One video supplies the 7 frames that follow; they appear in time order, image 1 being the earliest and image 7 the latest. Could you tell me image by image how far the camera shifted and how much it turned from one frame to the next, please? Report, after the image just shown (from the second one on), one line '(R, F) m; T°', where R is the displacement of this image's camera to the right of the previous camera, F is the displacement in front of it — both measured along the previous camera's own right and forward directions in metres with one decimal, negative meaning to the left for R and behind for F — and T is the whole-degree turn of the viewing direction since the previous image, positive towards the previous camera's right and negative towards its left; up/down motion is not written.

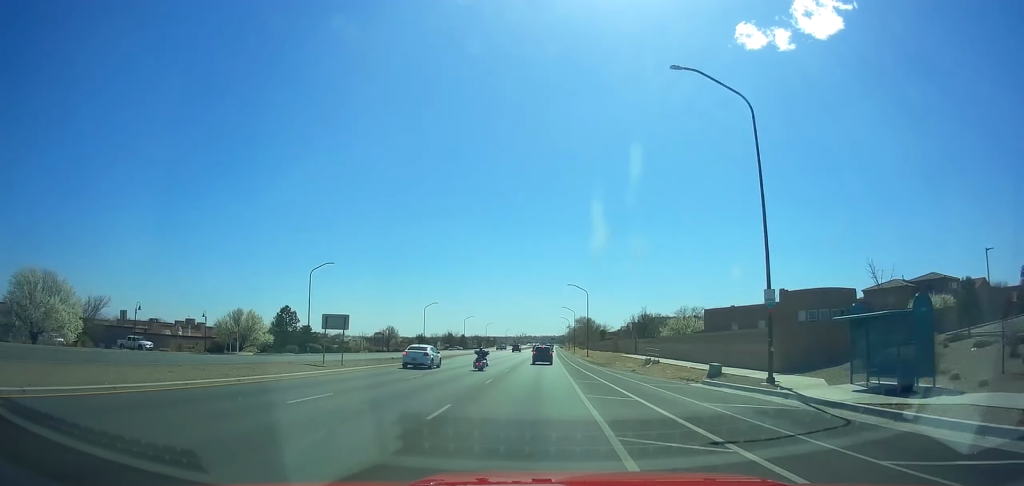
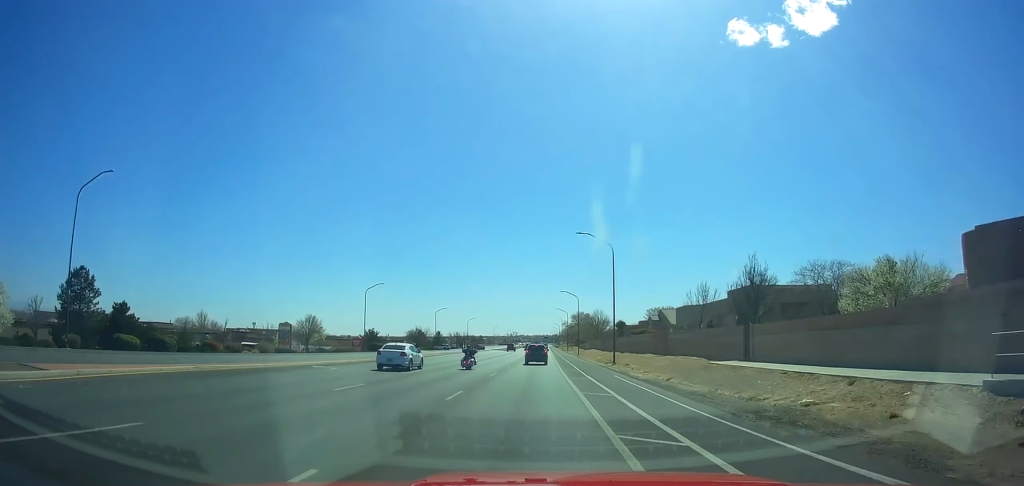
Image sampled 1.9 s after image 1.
(-0.4, +43.7) m; 0°
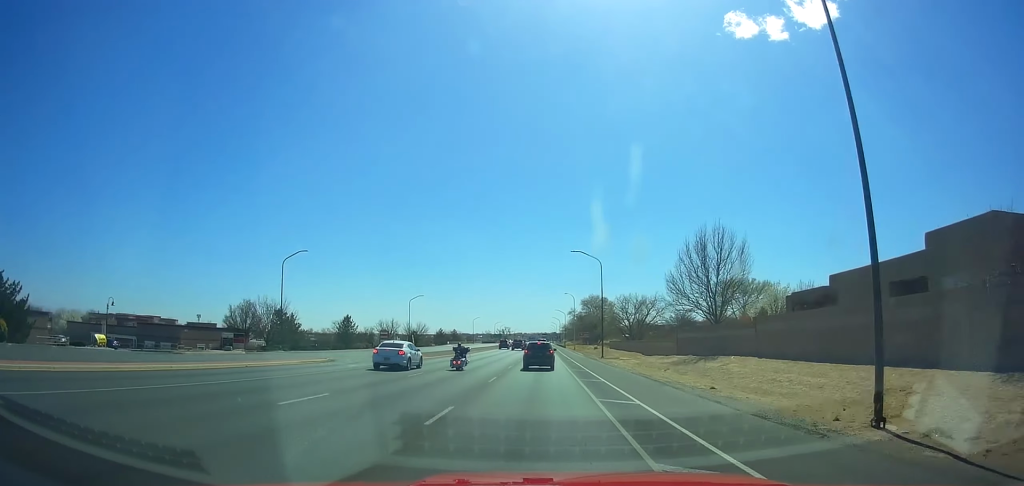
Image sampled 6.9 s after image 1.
(+0.5, +98.4) m; 0°
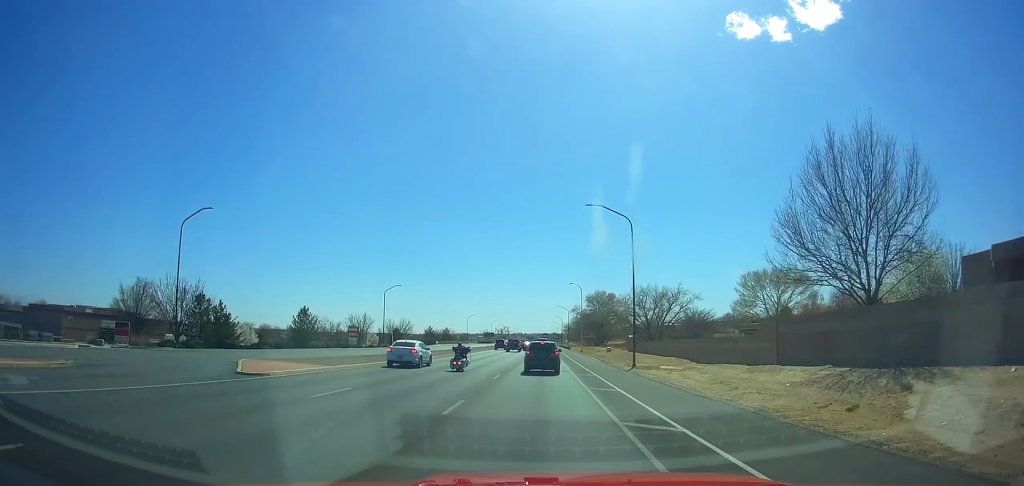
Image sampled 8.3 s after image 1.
(0.0, +23.9) m; 0°
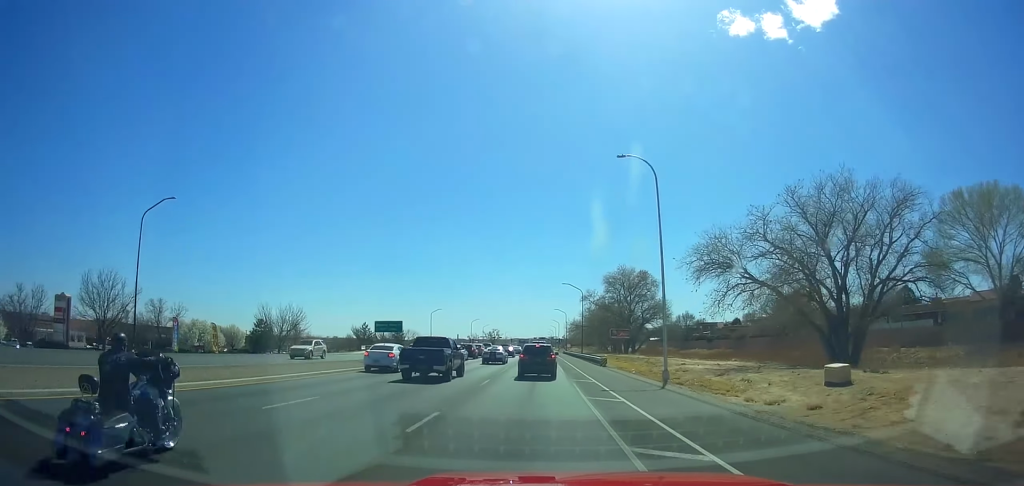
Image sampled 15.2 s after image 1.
(+0.4, +82.9) m; +1°
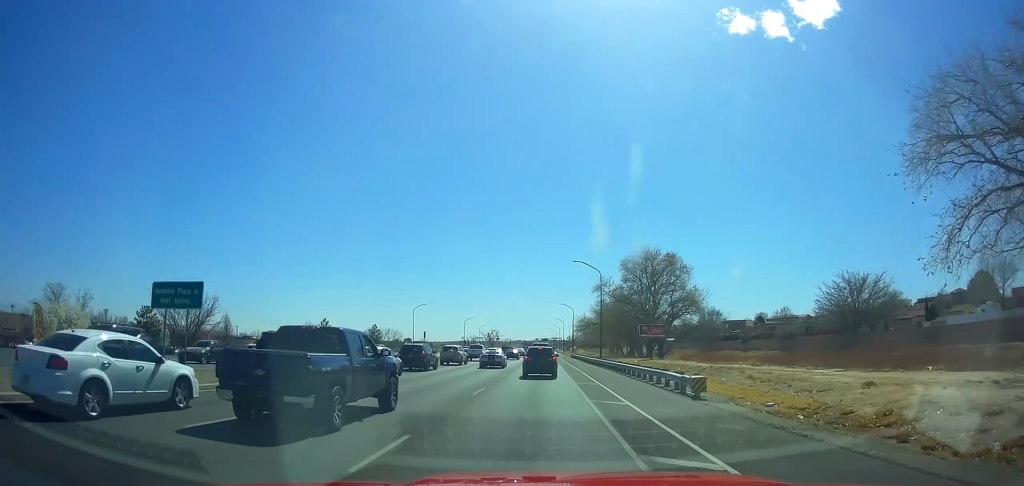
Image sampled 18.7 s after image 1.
(0.0, +31.7) m; 0°
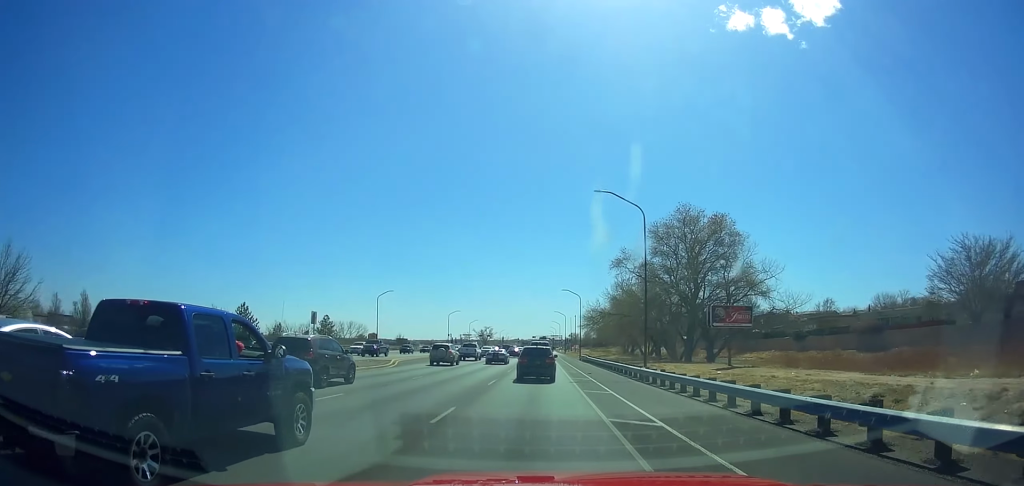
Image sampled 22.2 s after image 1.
(+0.1, +31.6) m; 0°
